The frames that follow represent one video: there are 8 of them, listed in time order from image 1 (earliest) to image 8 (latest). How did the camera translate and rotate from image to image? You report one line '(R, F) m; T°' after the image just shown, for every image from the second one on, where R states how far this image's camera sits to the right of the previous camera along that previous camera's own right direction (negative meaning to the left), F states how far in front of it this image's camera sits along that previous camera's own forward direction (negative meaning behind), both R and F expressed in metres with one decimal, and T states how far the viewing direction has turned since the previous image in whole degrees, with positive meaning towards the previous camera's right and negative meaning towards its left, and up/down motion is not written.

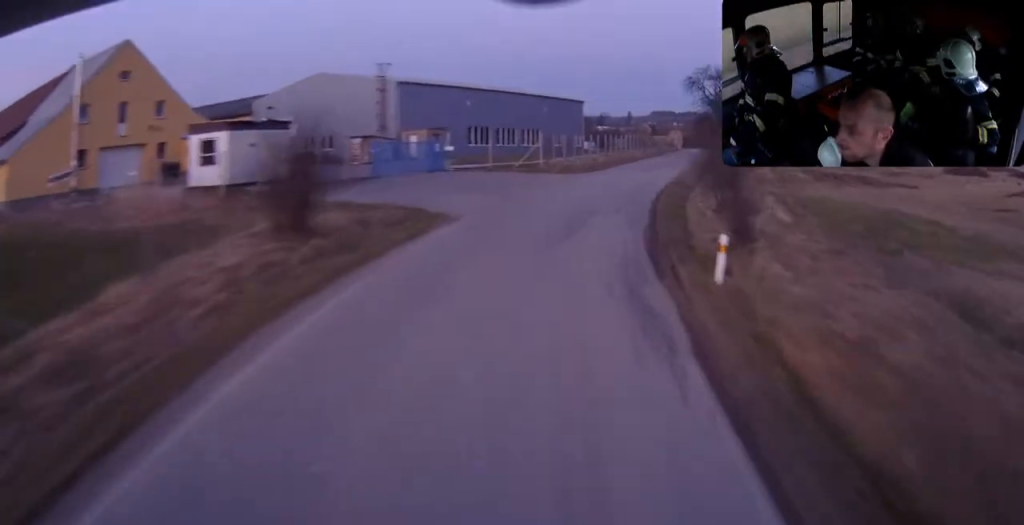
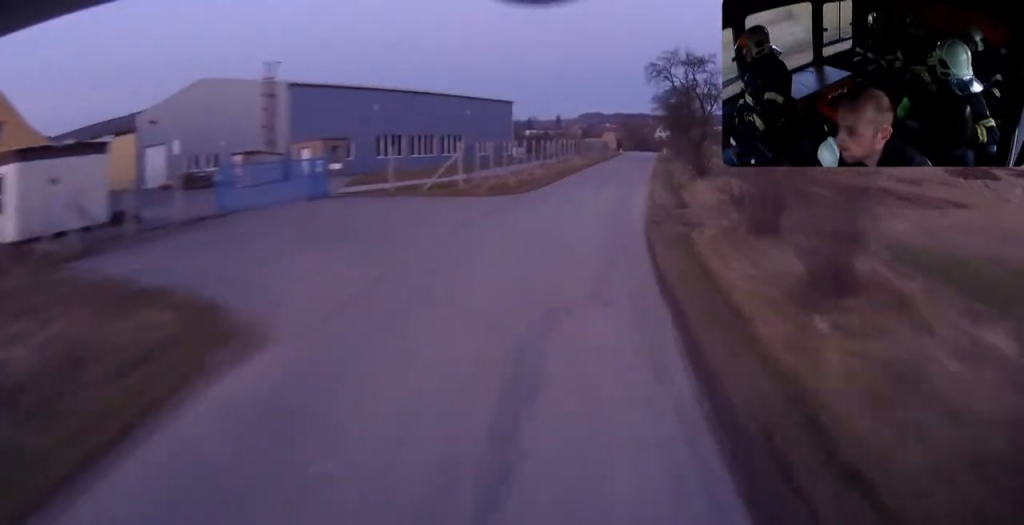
(+0.3, +12.0) m; +4°
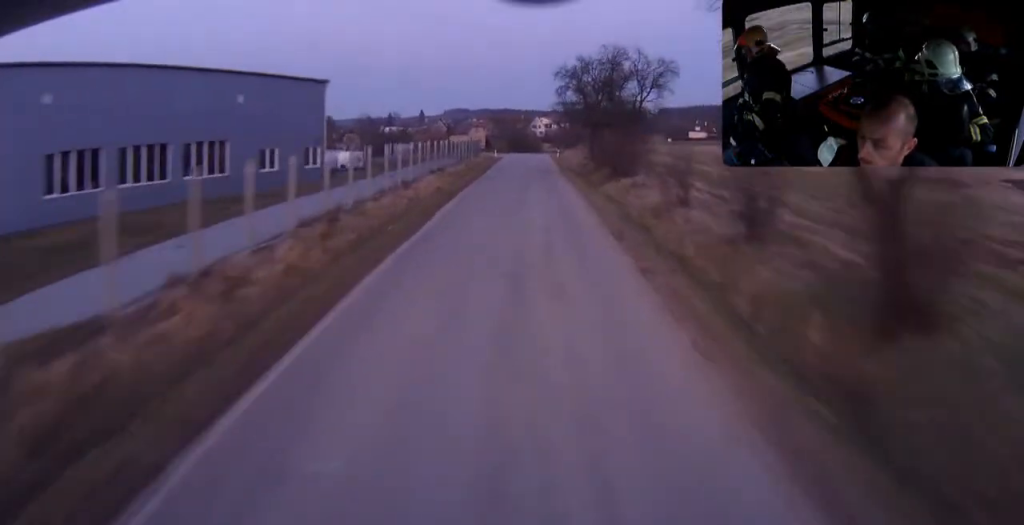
(+3.2, +32.3) m; +7°
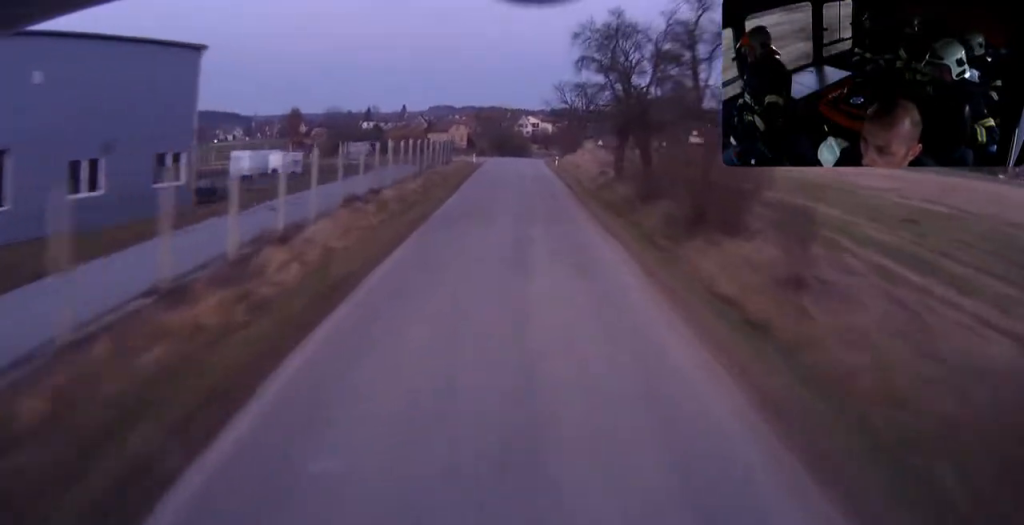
(-0.1, +20.0) m; 0°
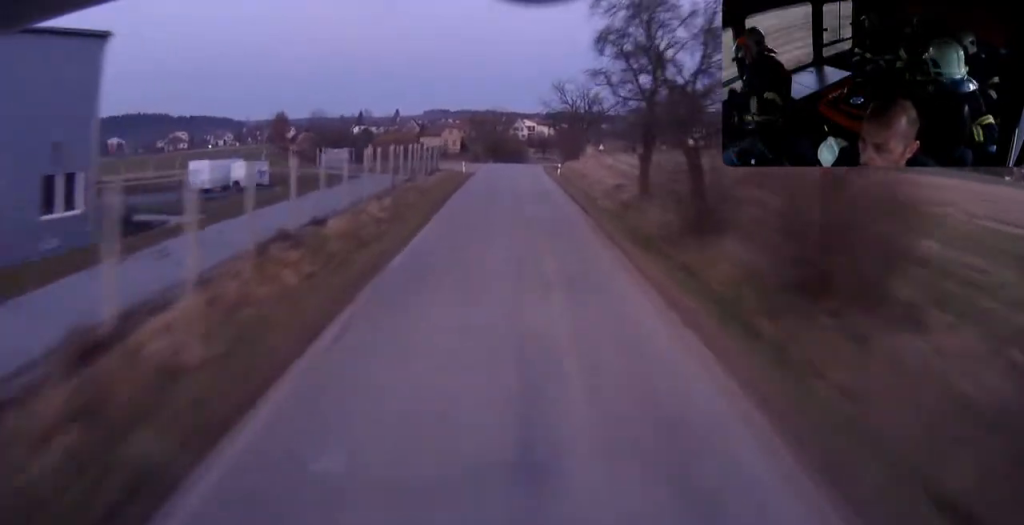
(0.0, +8.2) m; 0°
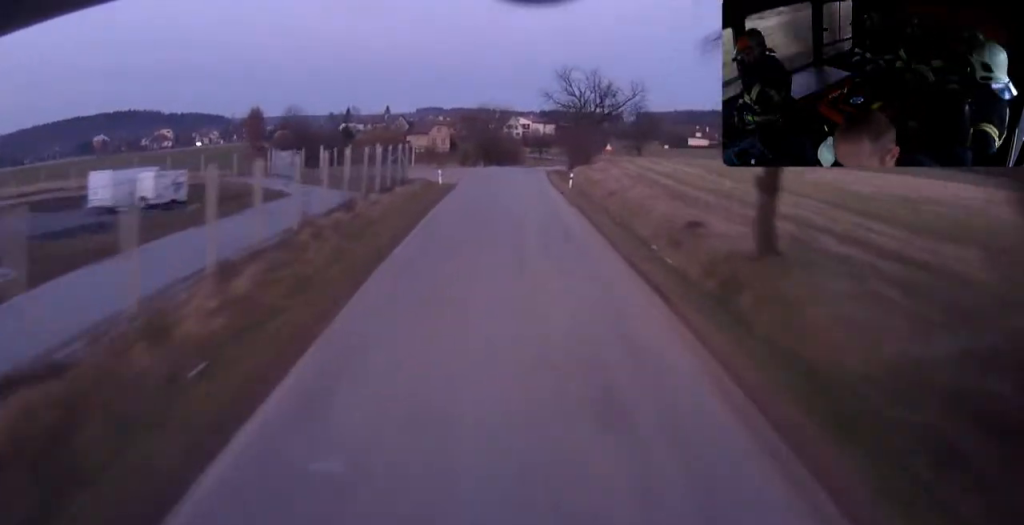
(+0.1, +15.1) m; +1°
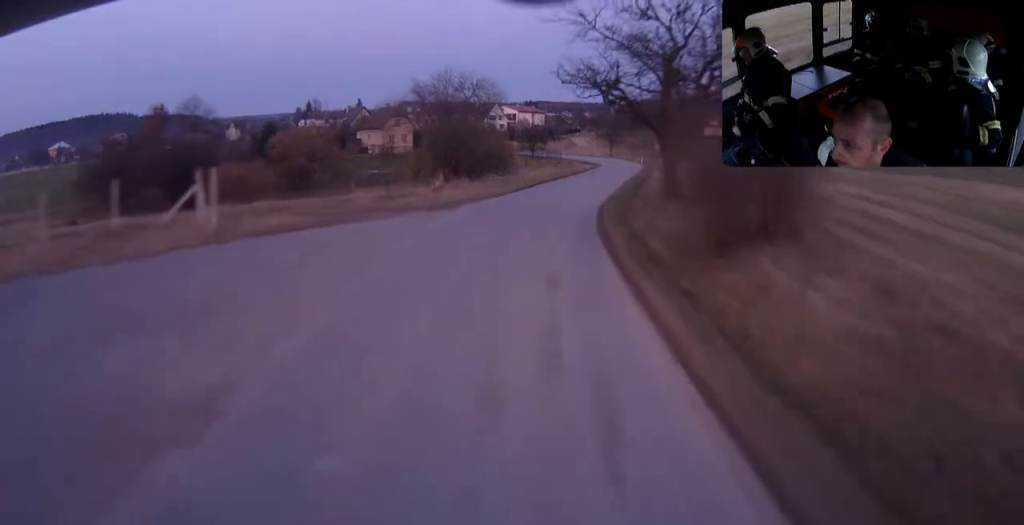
(+1.2, +42.3) m; +3°
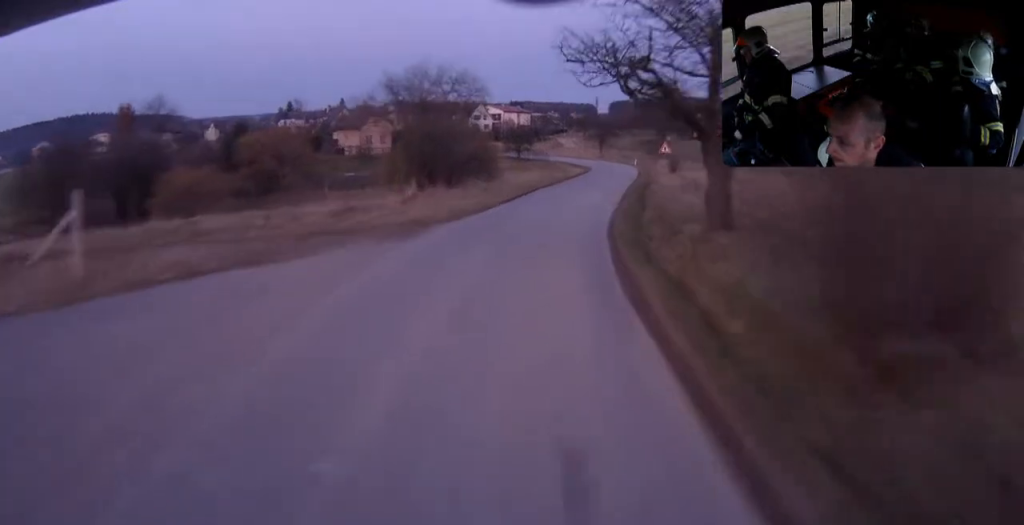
(-0.1, +7.5) m; +1°
